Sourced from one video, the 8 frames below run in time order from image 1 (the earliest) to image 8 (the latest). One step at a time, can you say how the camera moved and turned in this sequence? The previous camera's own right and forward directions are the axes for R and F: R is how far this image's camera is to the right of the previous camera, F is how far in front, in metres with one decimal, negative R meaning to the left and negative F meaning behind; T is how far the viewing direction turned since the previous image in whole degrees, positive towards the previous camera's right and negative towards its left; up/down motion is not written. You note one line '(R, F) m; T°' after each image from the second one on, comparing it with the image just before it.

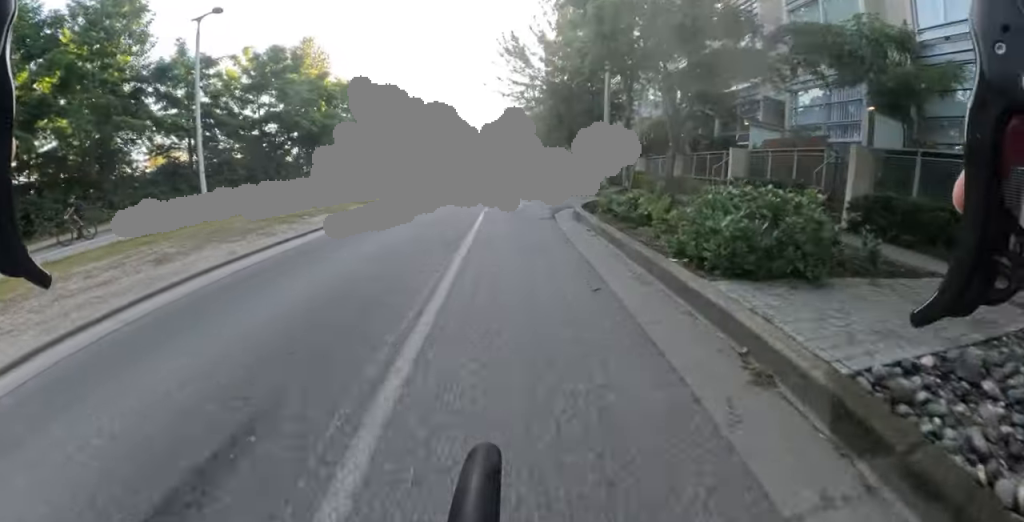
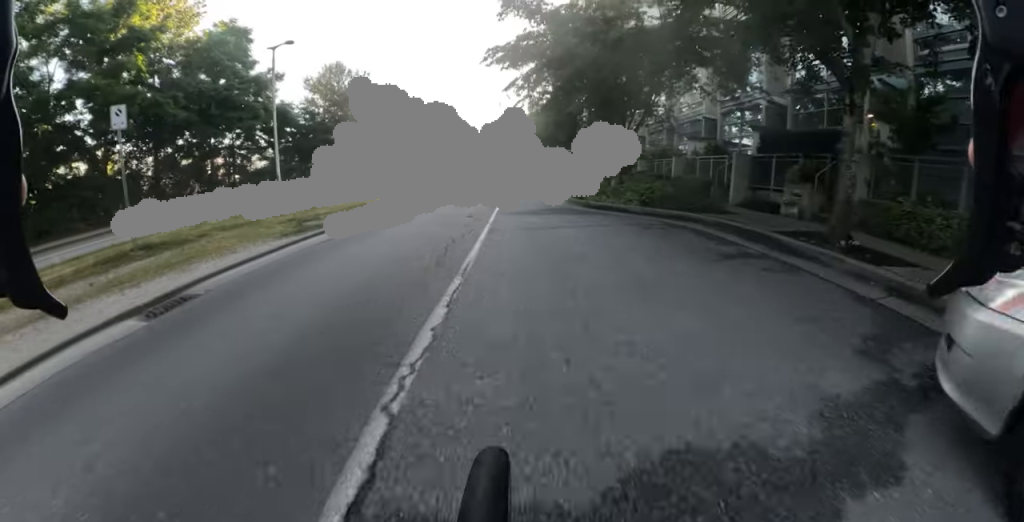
(0.0, +19.1) m; 0°
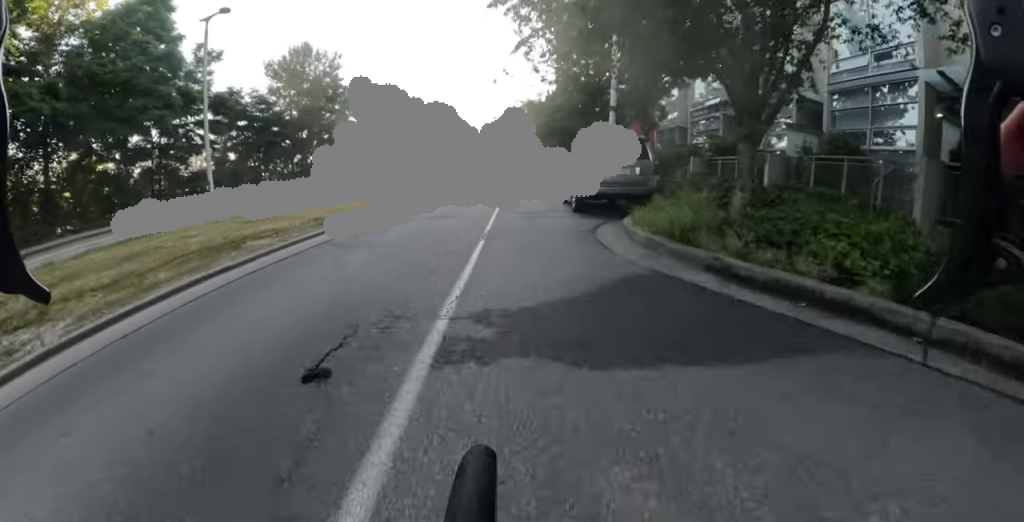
(0.0, +6.2) m; 0°
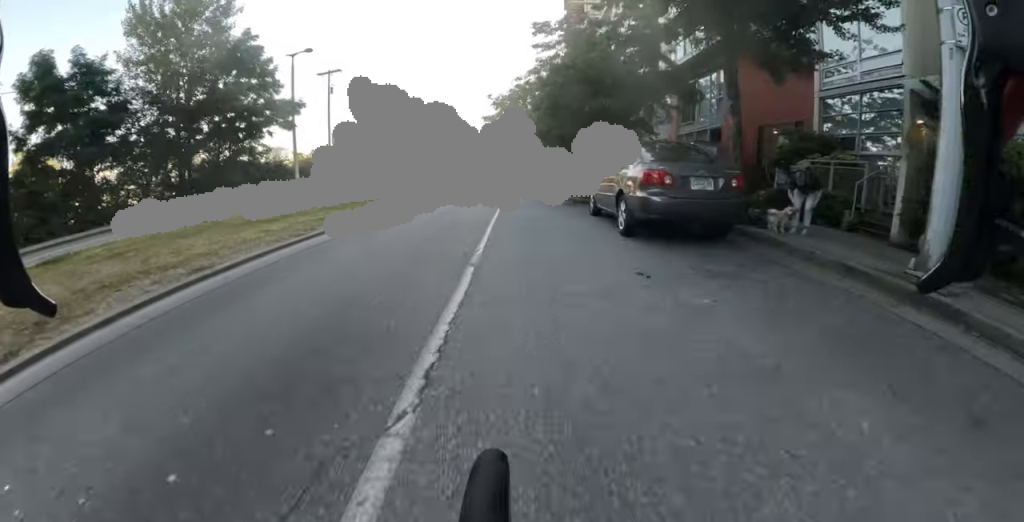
(0.0, +13.7) m; 0°
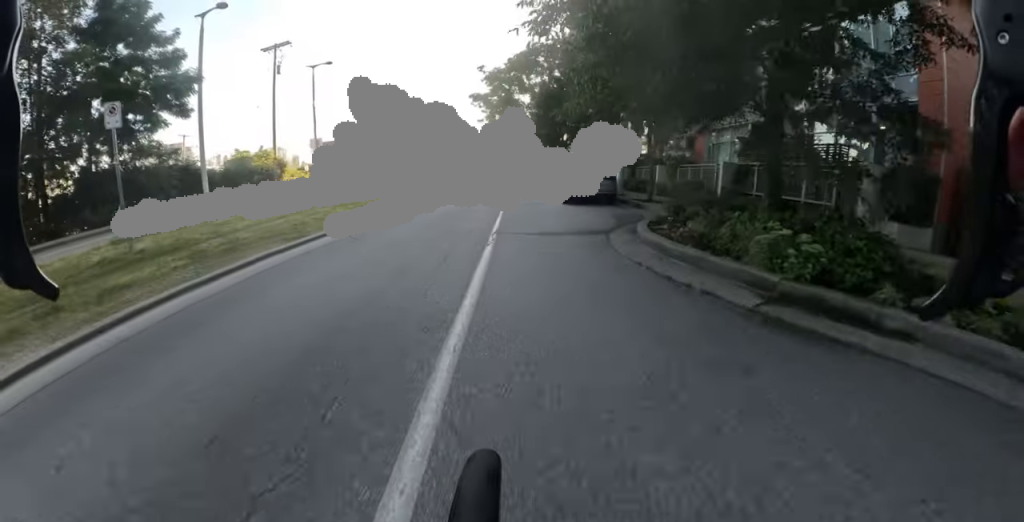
(0.0, +9.1) m; 0°
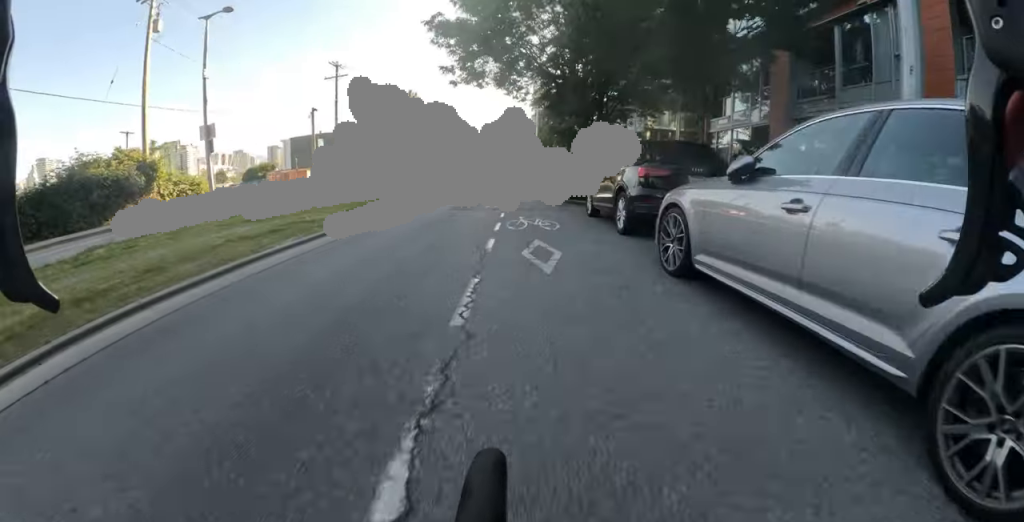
(0.0, +11.6) m; +2°
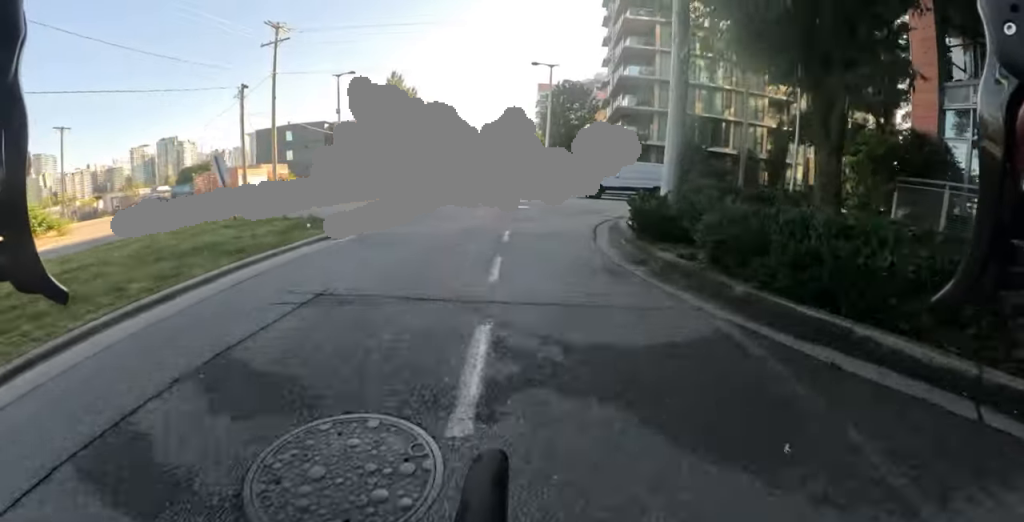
(+0.3, +10.6) m; -1°
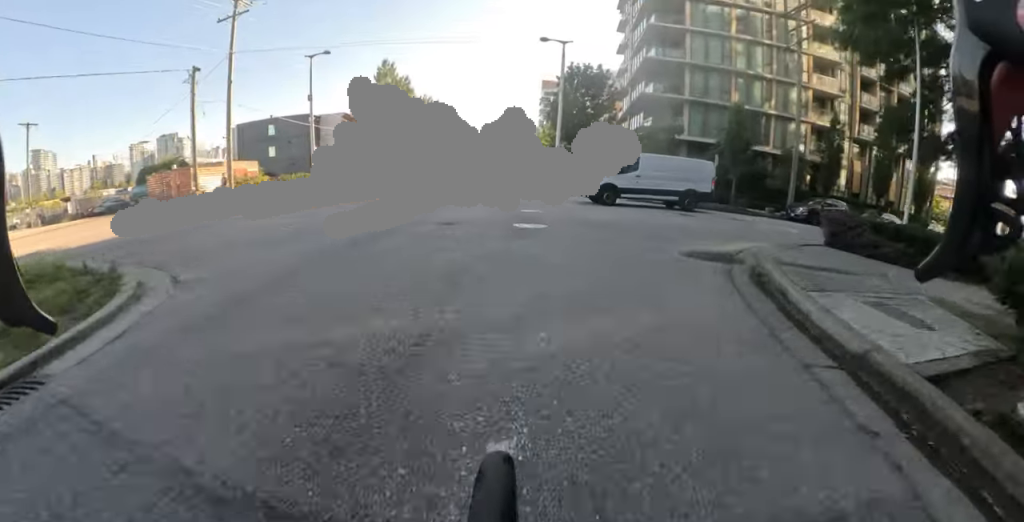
(0.0, +5.3) m; -1°
